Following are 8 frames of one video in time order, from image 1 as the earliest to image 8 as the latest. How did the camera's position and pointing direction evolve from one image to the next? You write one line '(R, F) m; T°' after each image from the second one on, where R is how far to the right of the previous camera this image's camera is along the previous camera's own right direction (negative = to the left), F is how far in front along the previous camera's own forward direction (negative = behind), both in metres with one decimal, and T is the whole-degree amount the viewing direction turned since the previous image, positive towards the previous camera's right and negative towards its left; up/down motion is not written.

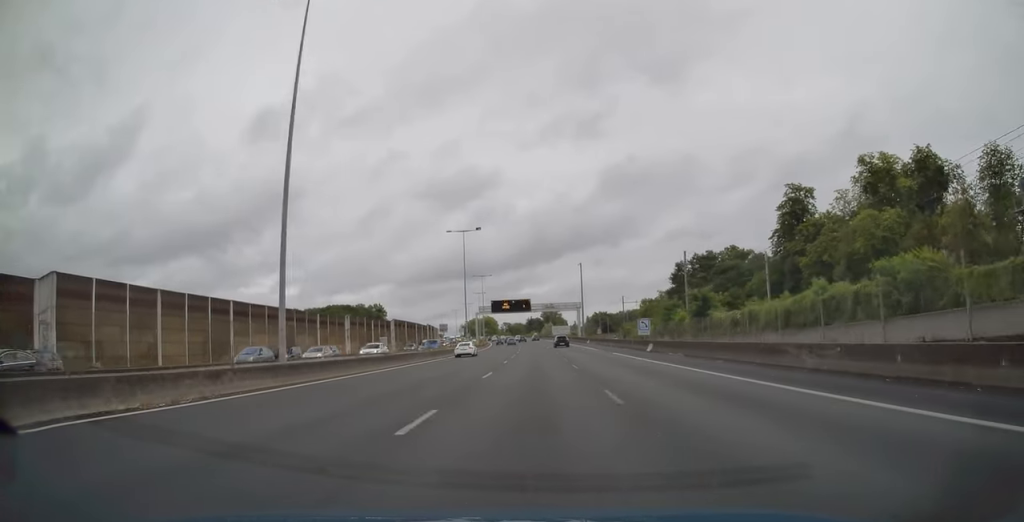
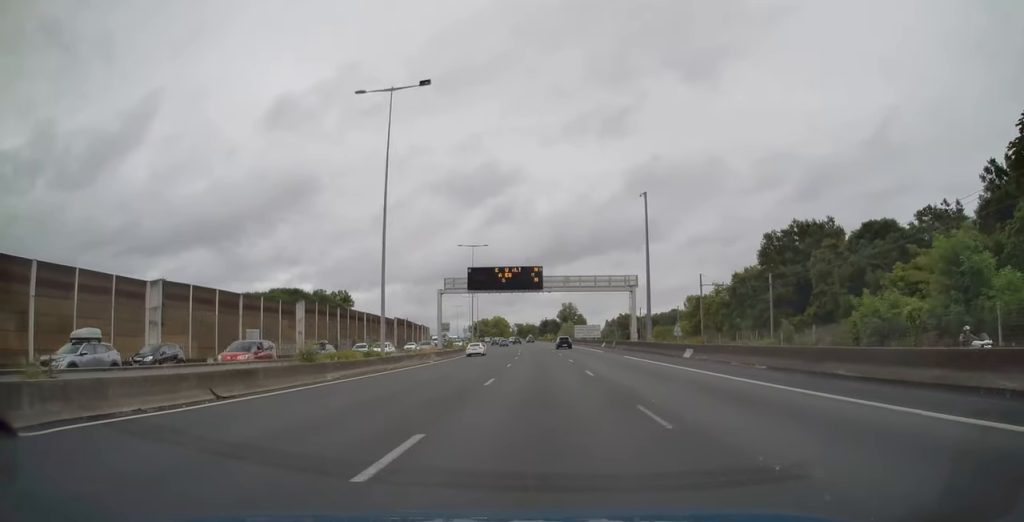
(-0.6, +55.2) m; -1°
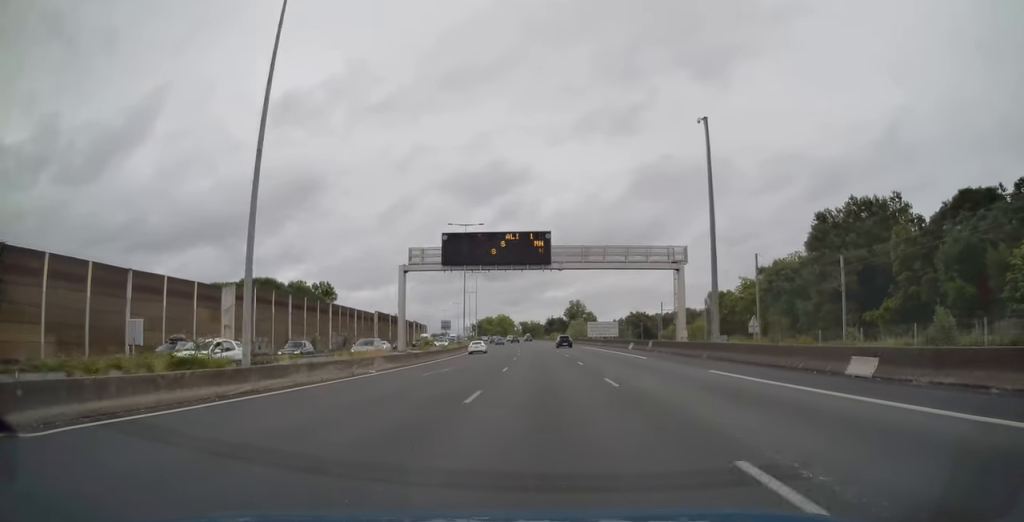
(+0.2, +18.9) m; 0°
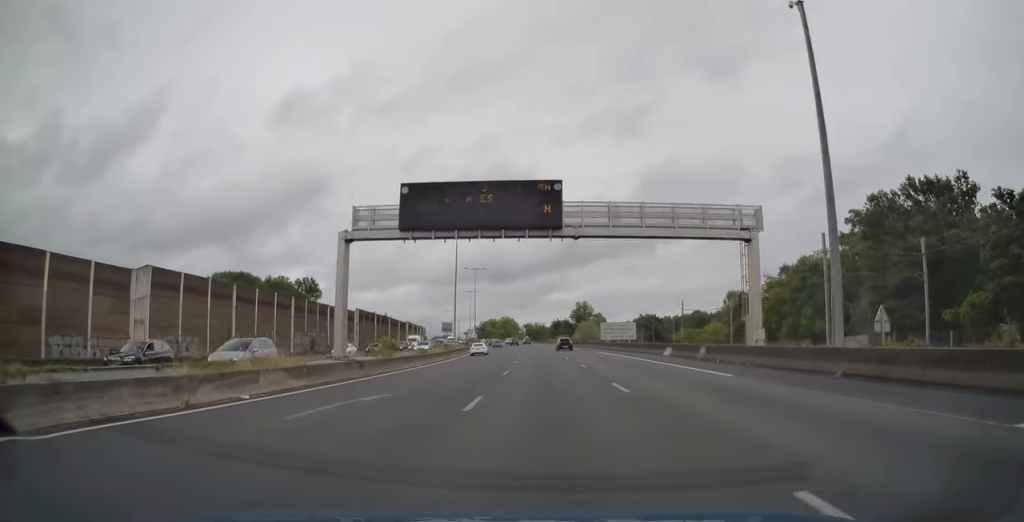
(-0.2, +14.2) m; 0°
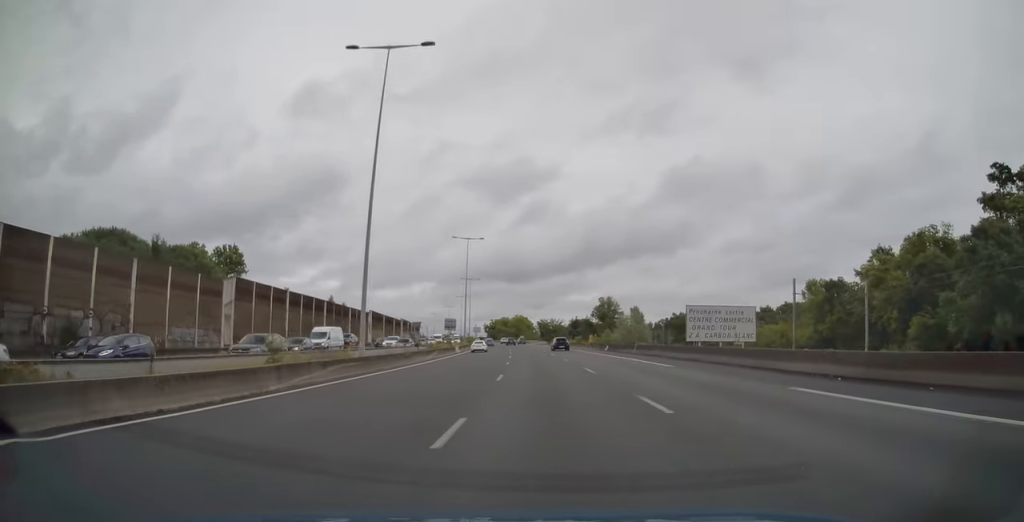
(-0.5, +43.6) m; -2°
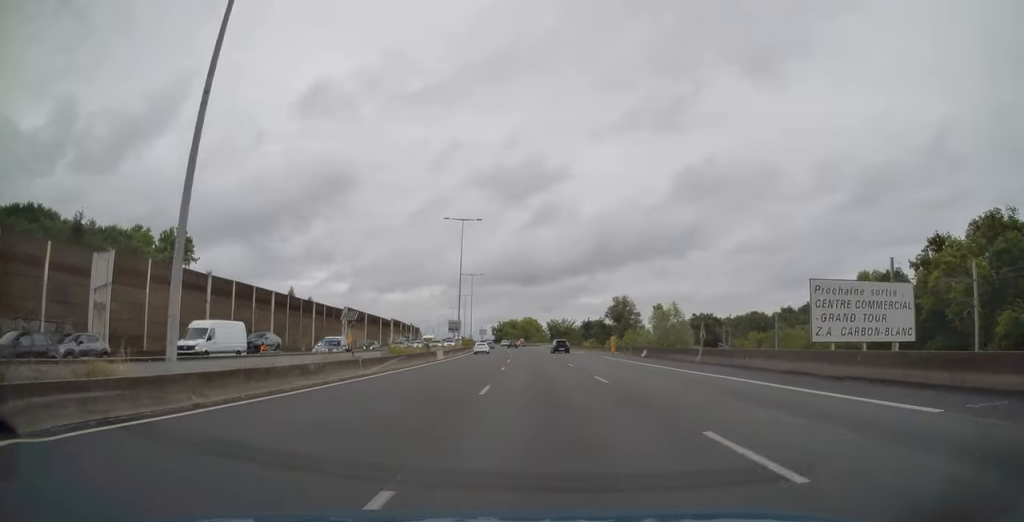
(-0.2, +18.4) m; -1°
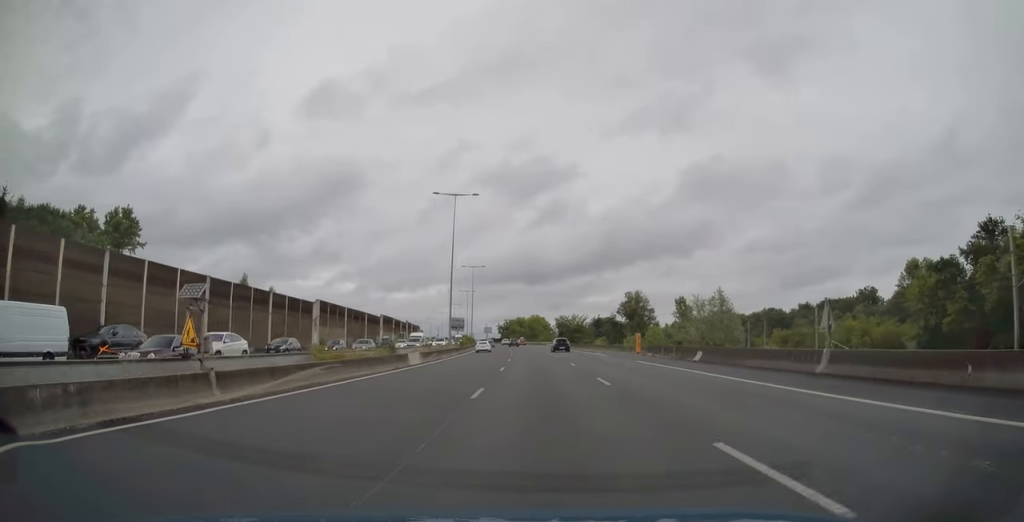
(0.0, +14.2) m; -1°
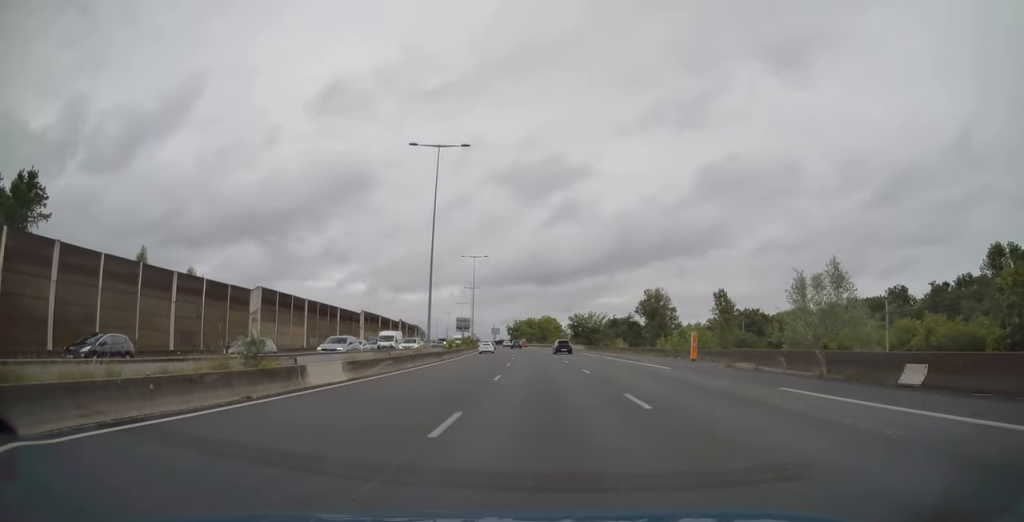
(-0.2, +18.9) m; -1°
